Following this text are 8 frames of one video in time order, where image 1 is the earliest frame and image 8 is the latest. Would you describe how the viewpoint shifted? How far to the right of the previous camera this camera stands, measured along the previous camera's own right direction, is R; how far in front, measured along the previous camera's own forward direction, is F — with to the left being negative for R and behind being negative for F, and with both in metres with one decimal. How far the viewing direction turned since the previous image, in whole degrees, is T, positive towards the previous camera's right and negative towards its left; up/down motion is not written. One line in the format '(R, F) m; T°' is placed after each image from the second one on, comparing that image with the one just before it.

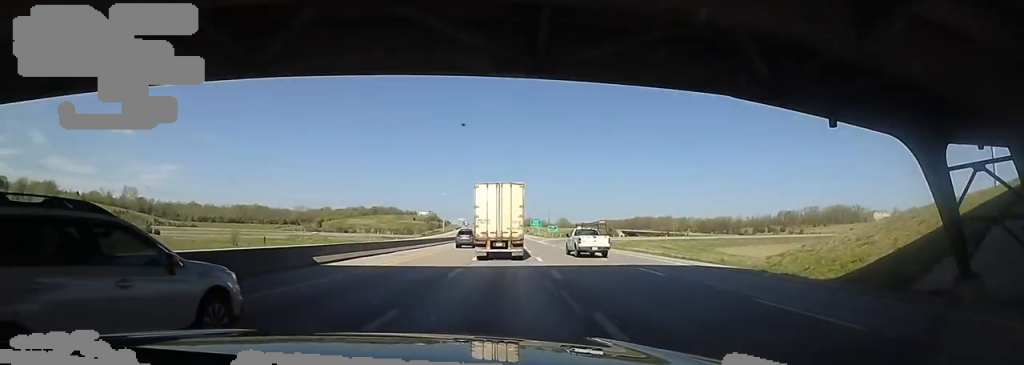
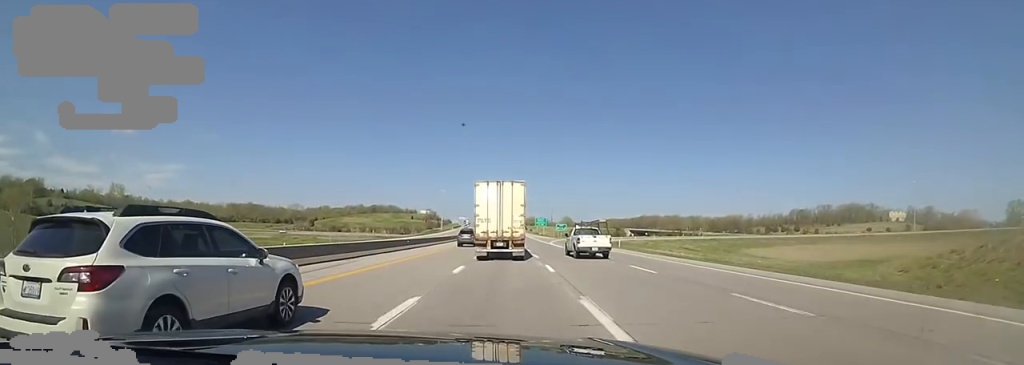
(0.0, +18.1) m; -1°
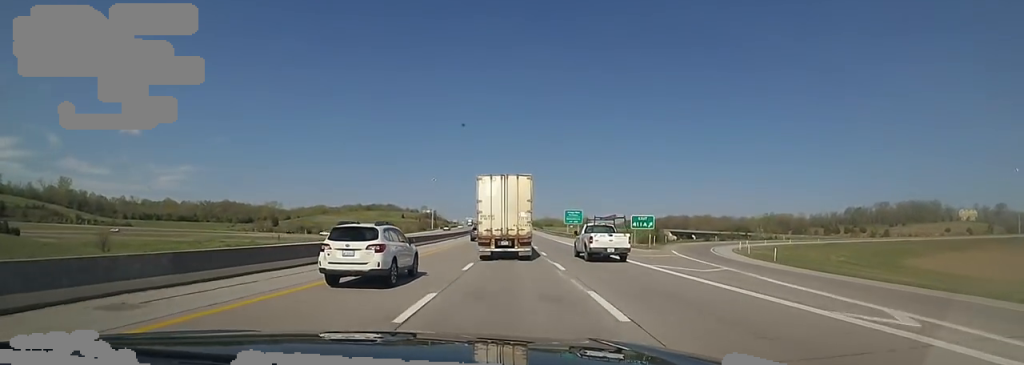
(-2.1, +68.4) m; -2°
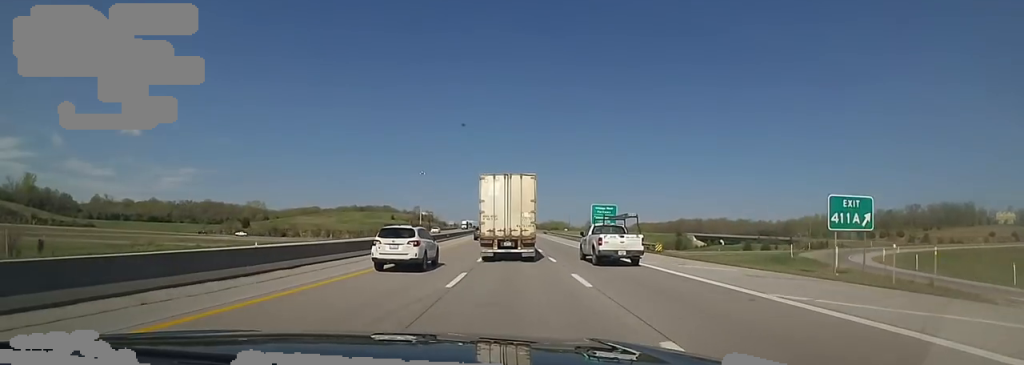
(+0.1, +33.8) m; -1°
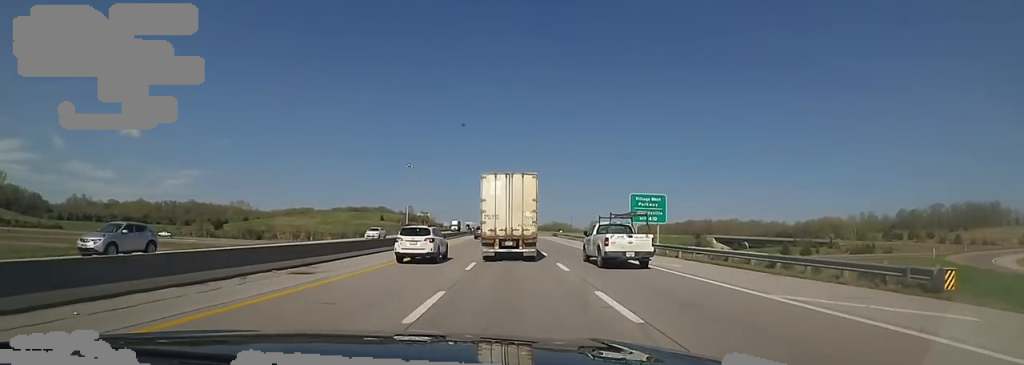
(-0.5, +24.3) m; 0°
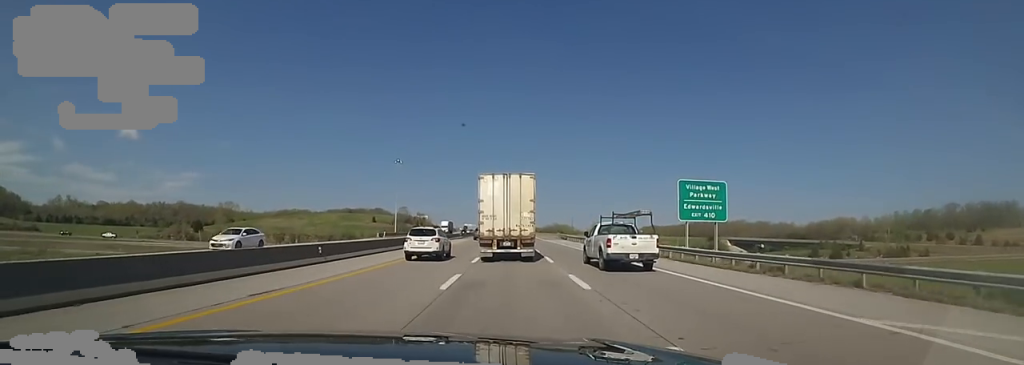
(-0.2, +15.1) m; +1°
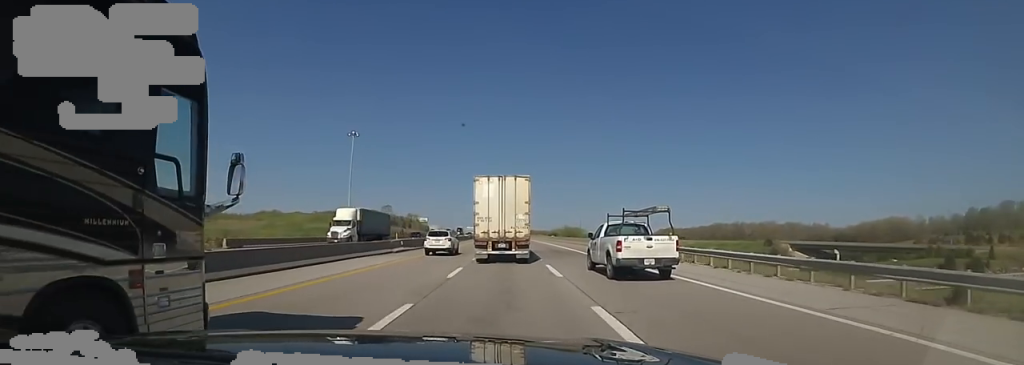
(+0.8, +47.2) m; -1°
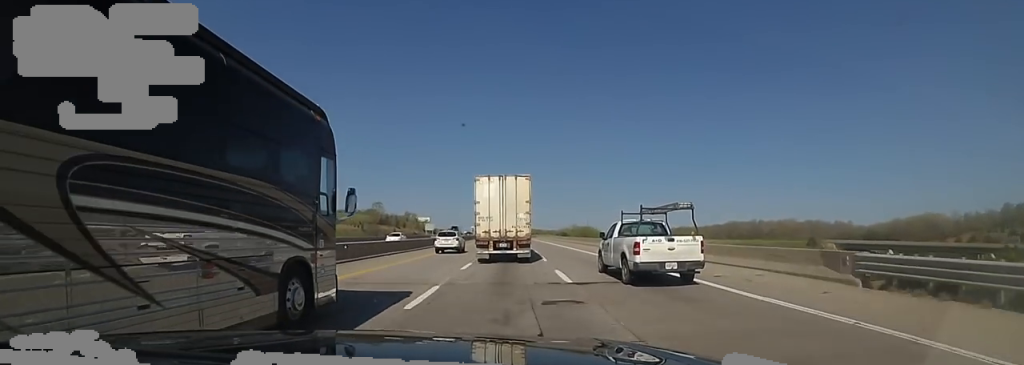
(-0.7, +23.7) m; -2°
